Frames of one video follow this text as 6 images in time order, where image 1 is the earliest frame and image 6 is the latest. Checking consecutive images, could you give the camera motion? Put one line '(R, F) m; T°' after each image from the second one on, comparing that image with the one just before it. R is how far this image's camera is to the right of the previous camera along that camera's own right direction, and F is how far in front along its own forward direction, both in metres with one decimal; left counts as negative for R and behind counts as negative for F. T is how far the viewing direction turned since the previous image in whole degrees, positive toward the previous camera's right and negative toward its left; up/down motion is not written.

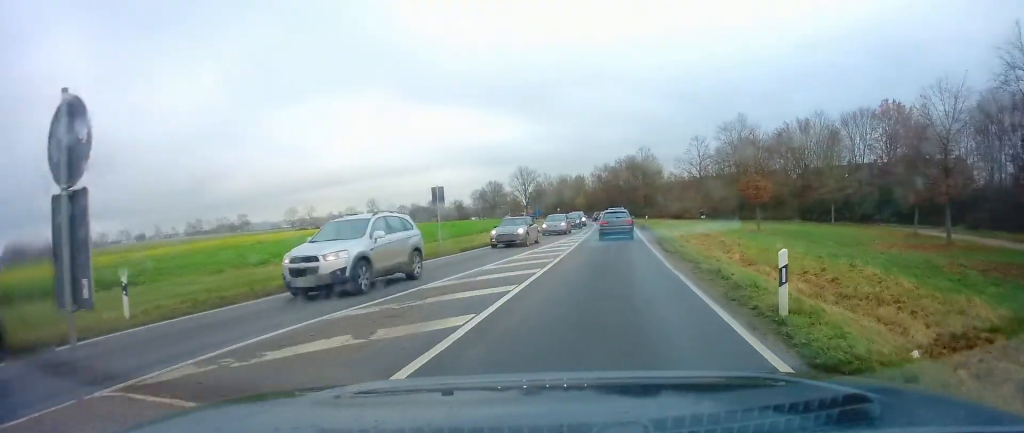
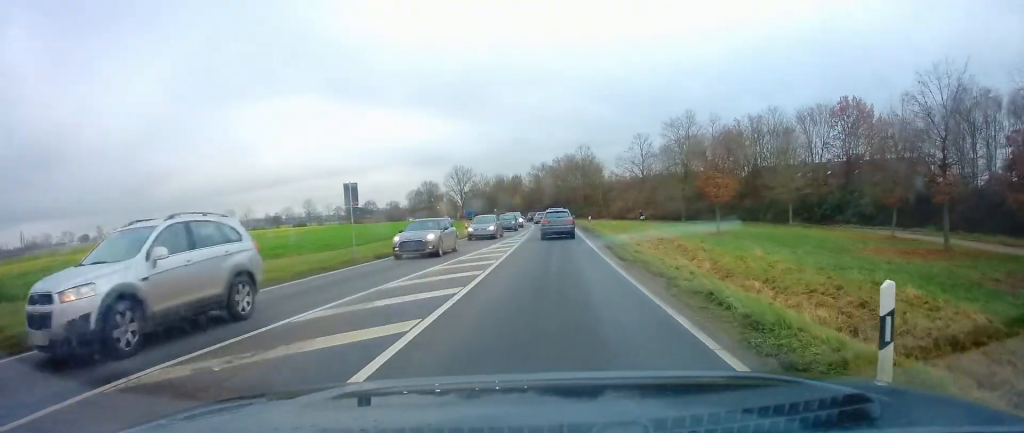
(+0.2, +3.8) m; +4°
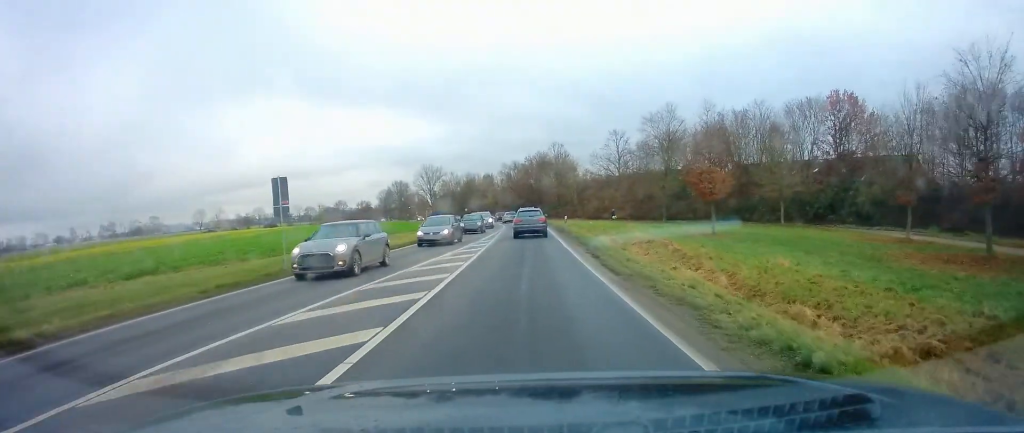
(+0.1, +4.2) m; +2°
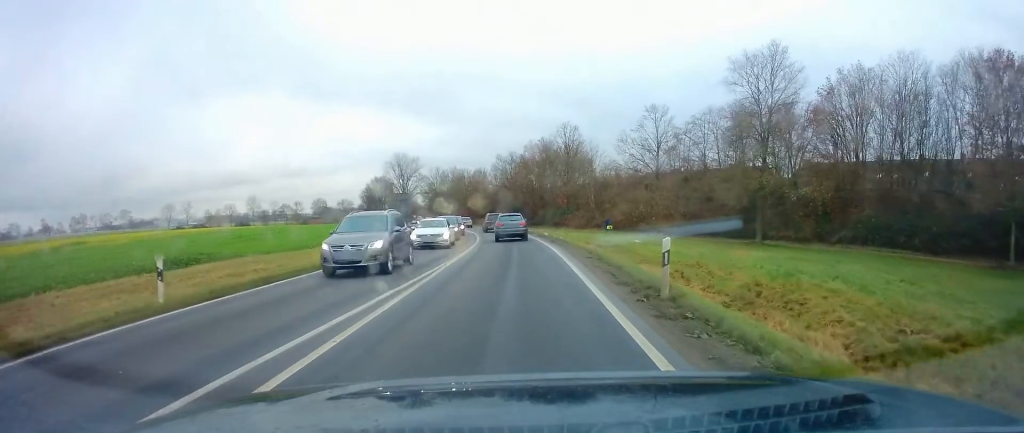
(+1.1, +28.6) m; +2°
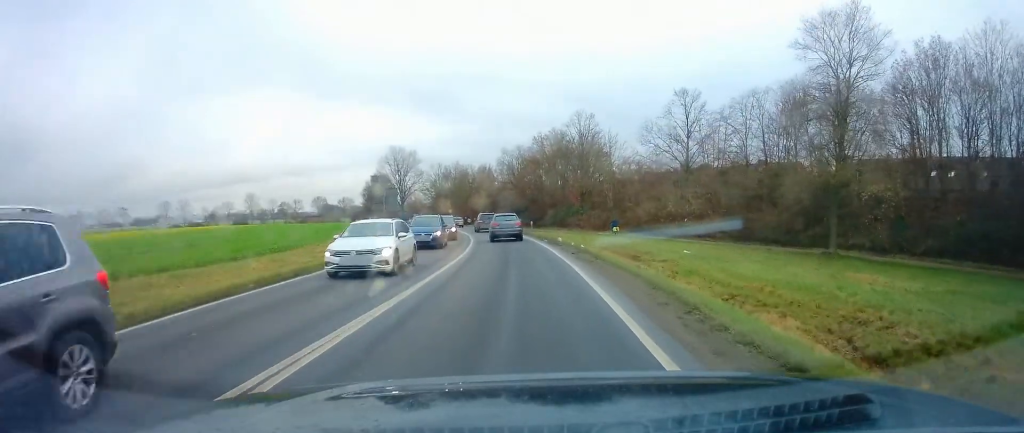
(+0.2, +9.5) m; 0°
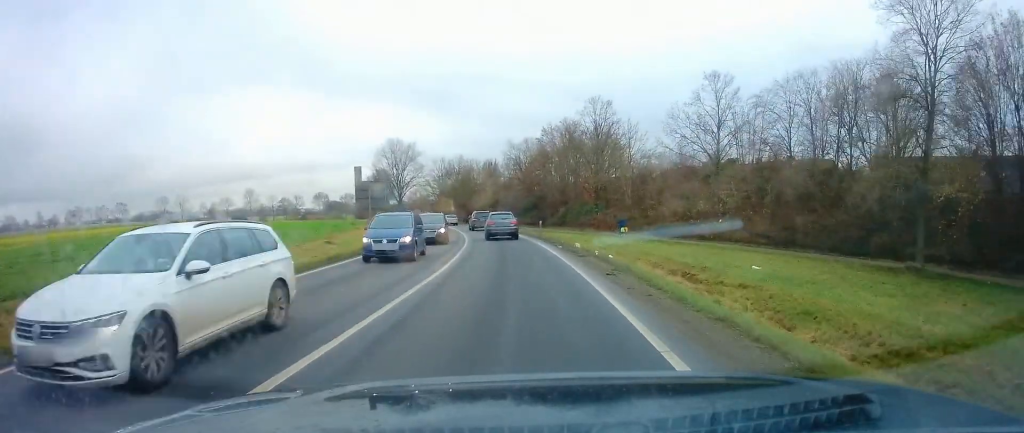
(-0.1, +7.4) m; -1°
